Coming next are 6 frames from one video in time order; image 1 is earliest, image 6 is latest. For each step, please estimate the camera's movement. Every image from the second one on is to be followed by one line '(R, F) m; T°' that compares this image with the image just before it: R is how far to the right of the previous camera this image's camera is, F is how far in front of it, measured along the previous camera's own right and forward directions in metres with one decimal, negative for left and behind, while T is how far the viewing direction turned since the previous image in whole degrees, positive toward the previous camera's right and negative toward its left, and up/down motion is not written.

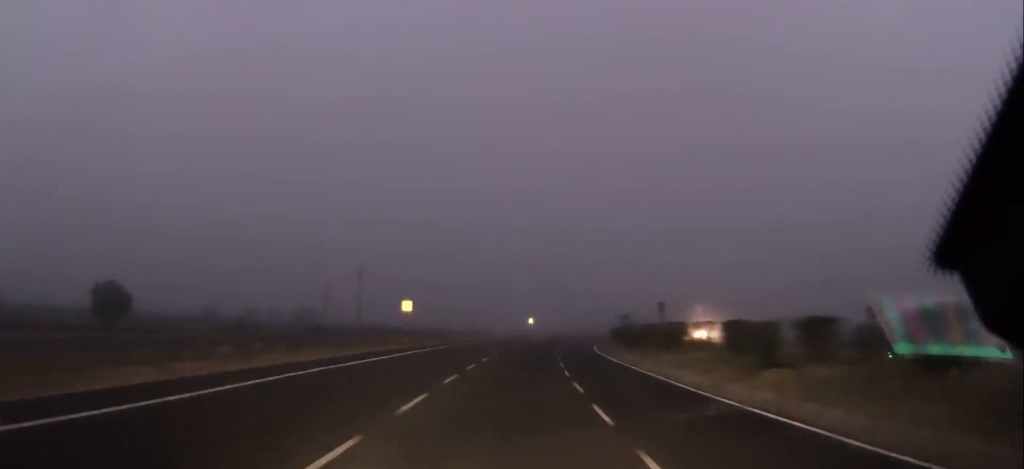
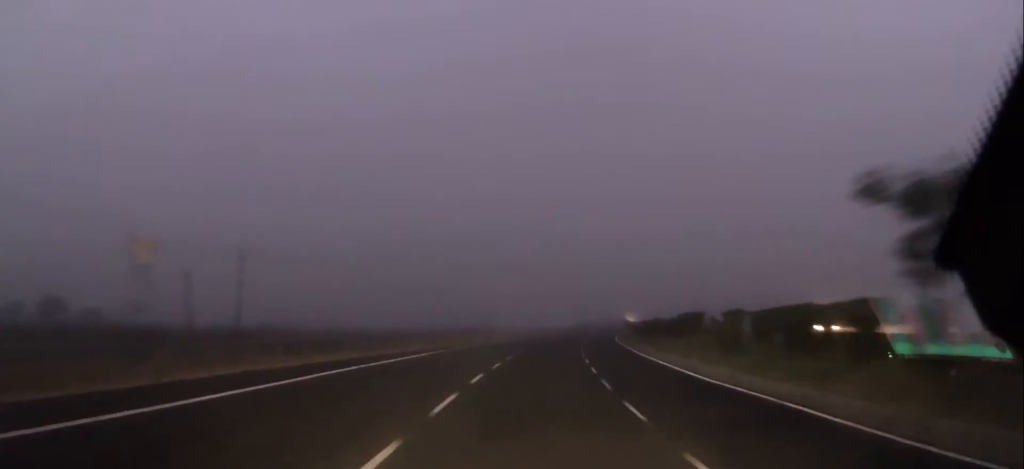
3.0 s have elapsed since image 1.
(+7.9, +102.1) m; +9°
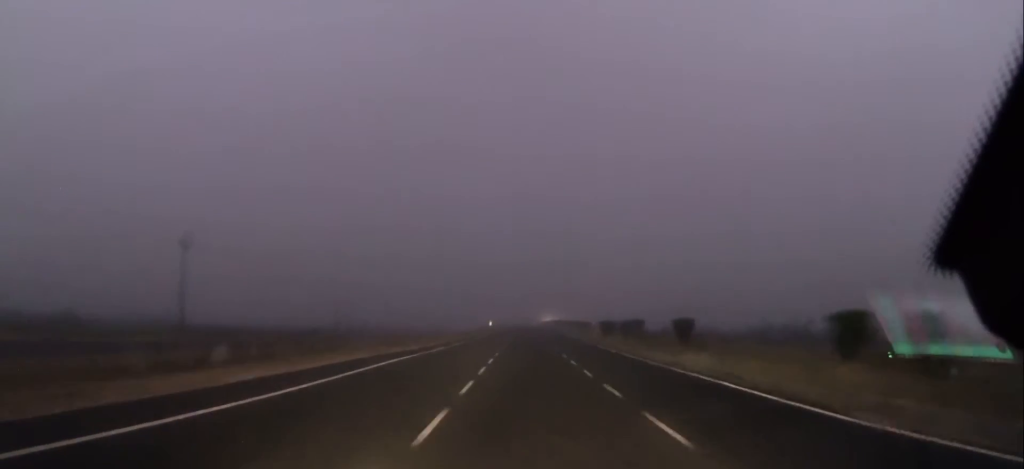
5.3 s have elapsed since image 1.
(+6.4, +73.9) m; +8°
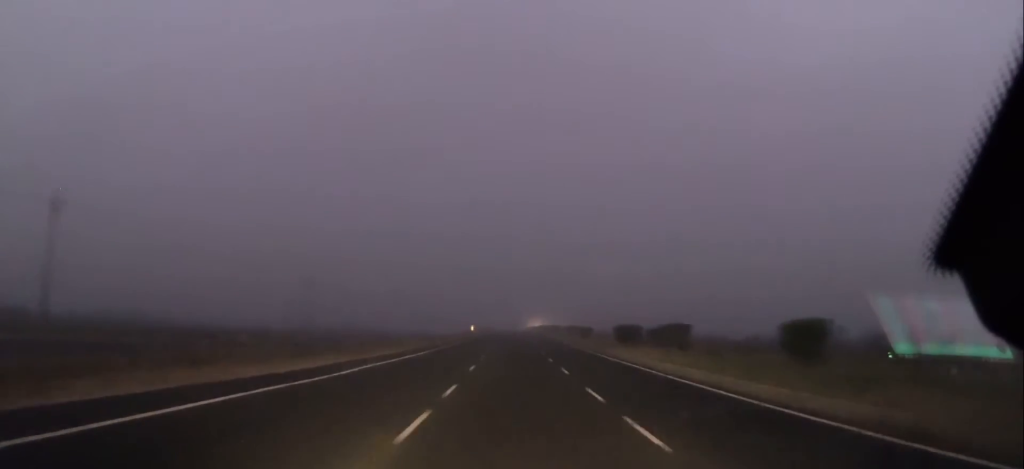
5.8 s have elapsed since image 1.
(0.0, +18.1) m; +1°
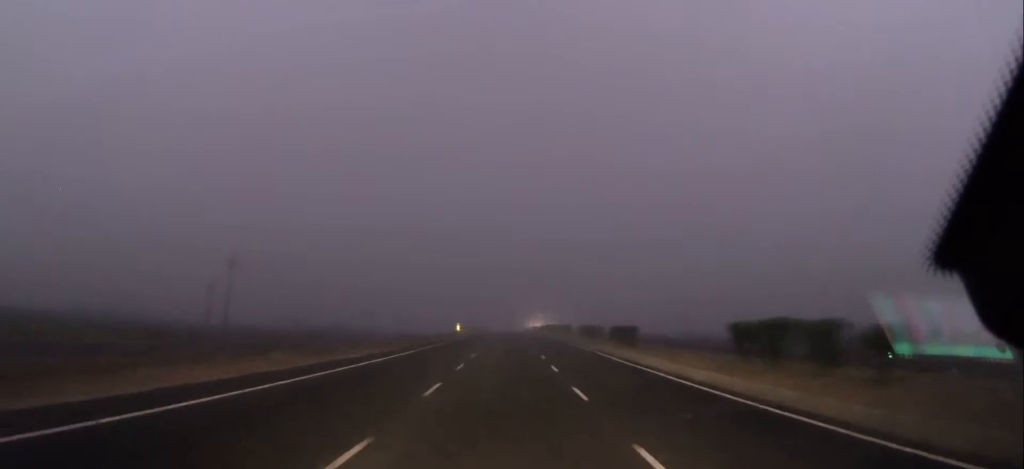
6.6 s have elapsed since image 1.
(+0.1, +27.2) m; +1°
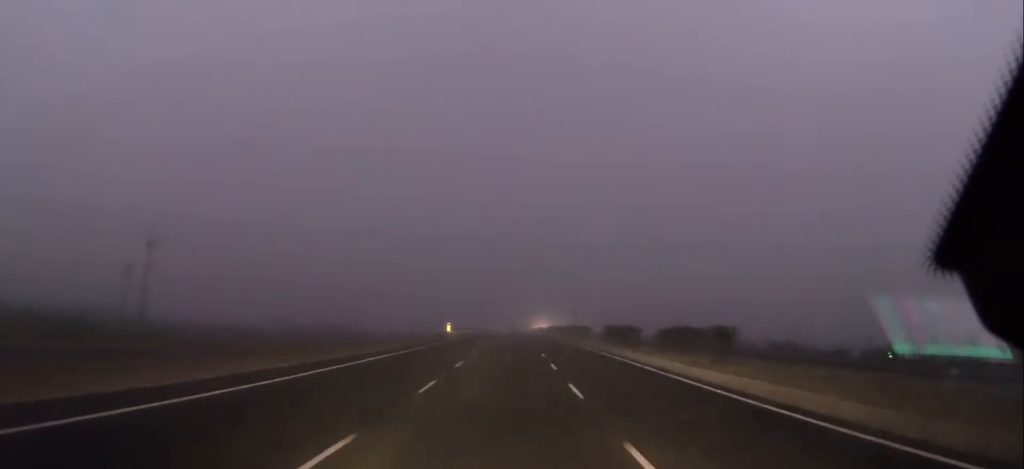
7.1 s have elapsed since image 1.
(+0.2, +18.2) m; 0°
